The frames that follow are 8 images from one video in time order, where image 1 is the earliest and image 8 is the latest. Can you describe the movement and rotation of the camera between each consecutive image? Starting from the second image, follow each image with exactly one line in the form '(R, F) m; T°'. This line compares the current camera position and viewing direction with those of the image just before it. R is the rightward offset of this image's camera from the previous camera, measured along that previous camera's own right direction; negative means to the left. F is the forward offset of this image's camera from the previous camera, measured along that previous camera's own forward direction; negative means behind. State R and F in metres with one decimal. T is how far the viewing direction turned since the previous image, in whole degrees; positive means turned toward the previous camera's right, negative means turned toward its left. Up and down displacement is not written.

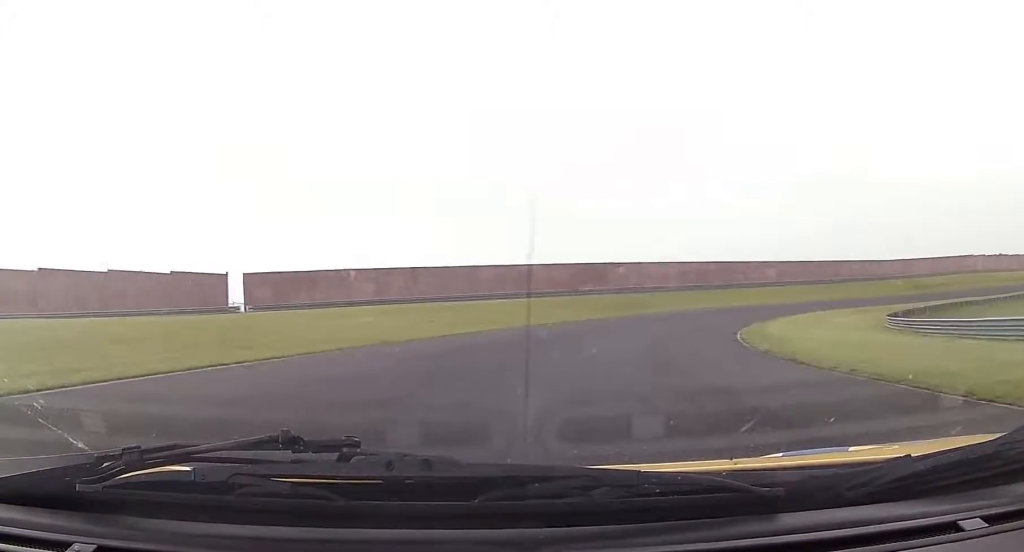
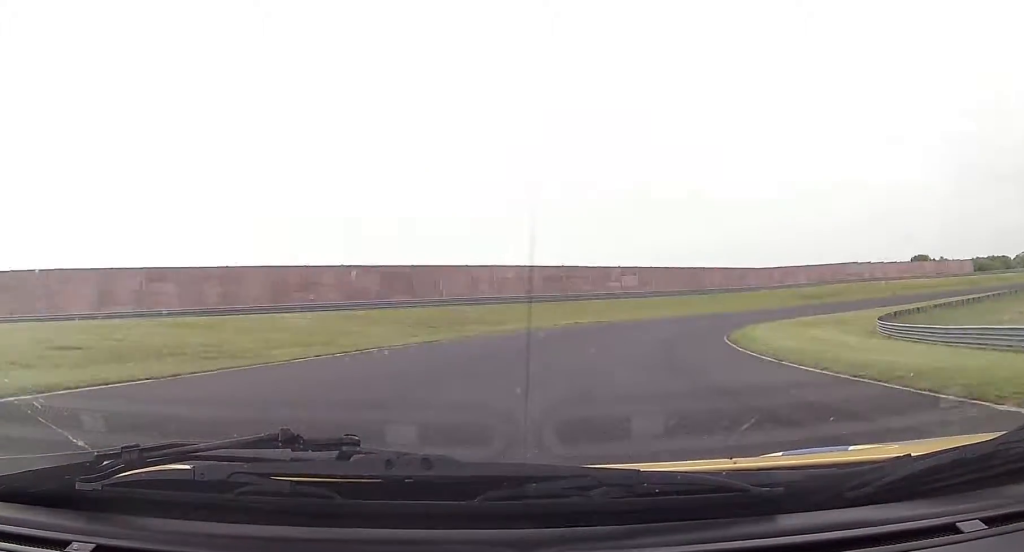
(+2.6, +24.9) m; +15°
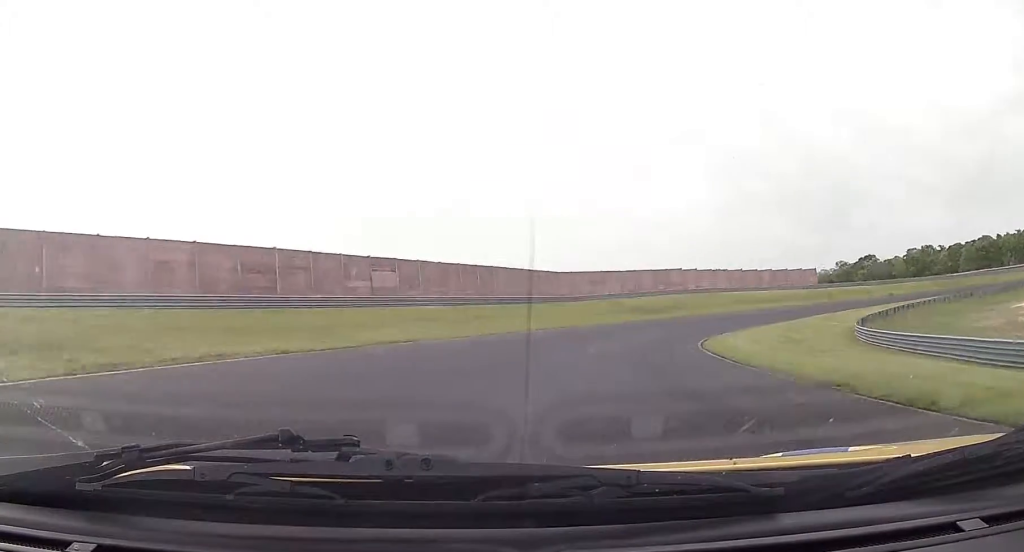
(+6.2, +32.3) m; +21°
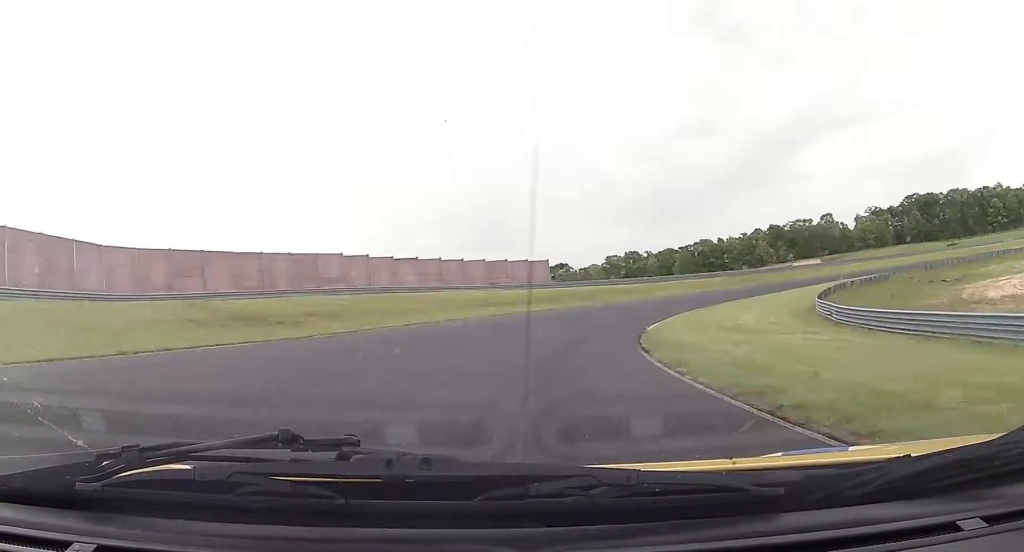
(+11.2, +45.3) m; +27°
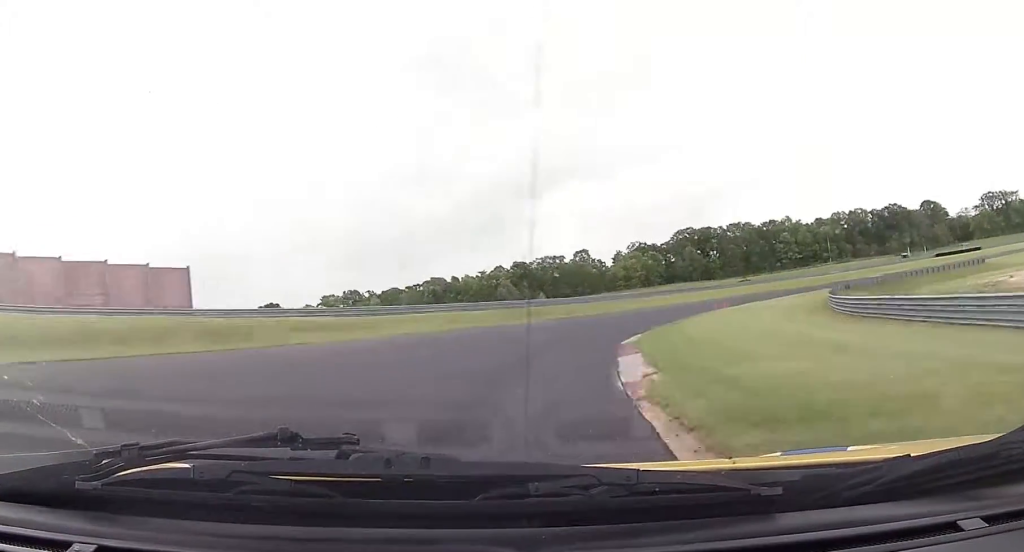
(+8.4, +41.3) m; +24°
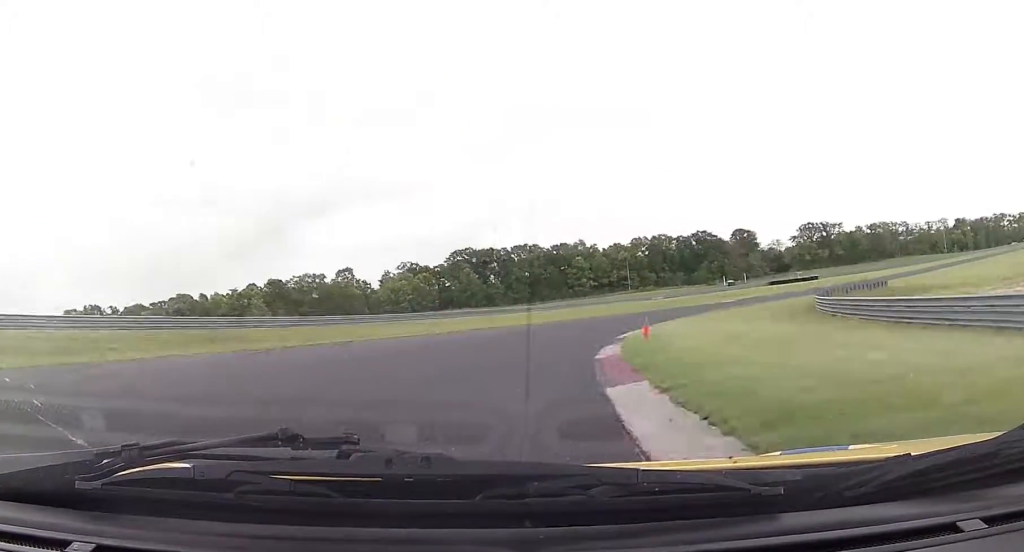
(+4.8, +31.3) m; +17°
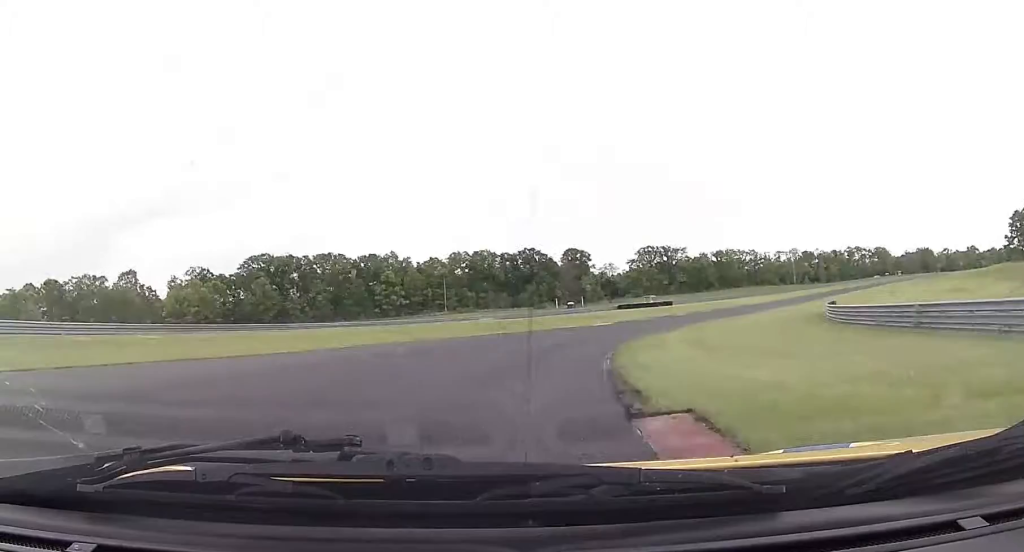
(+3.3, +28.7) m; +15°
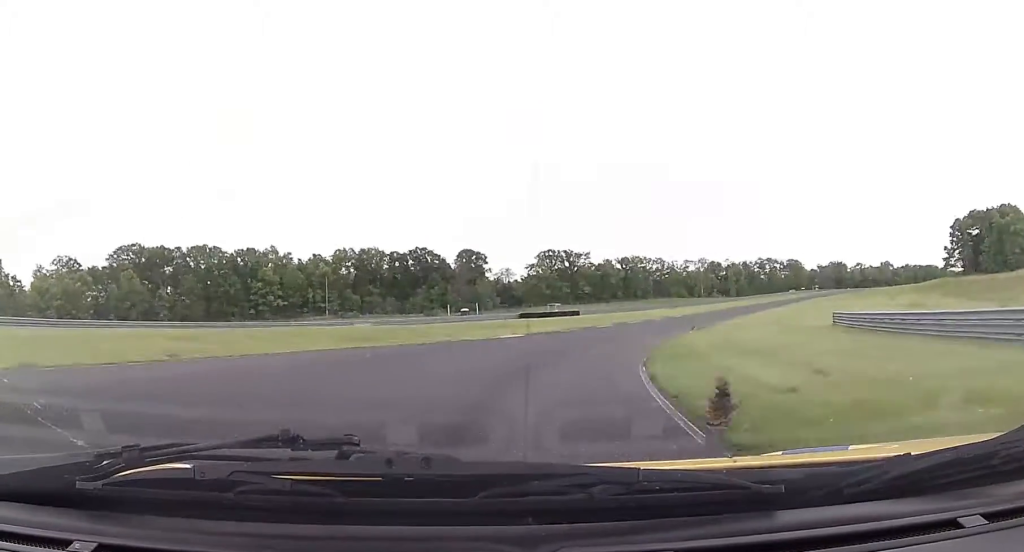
(+2.6, +18.1) m; +9°
